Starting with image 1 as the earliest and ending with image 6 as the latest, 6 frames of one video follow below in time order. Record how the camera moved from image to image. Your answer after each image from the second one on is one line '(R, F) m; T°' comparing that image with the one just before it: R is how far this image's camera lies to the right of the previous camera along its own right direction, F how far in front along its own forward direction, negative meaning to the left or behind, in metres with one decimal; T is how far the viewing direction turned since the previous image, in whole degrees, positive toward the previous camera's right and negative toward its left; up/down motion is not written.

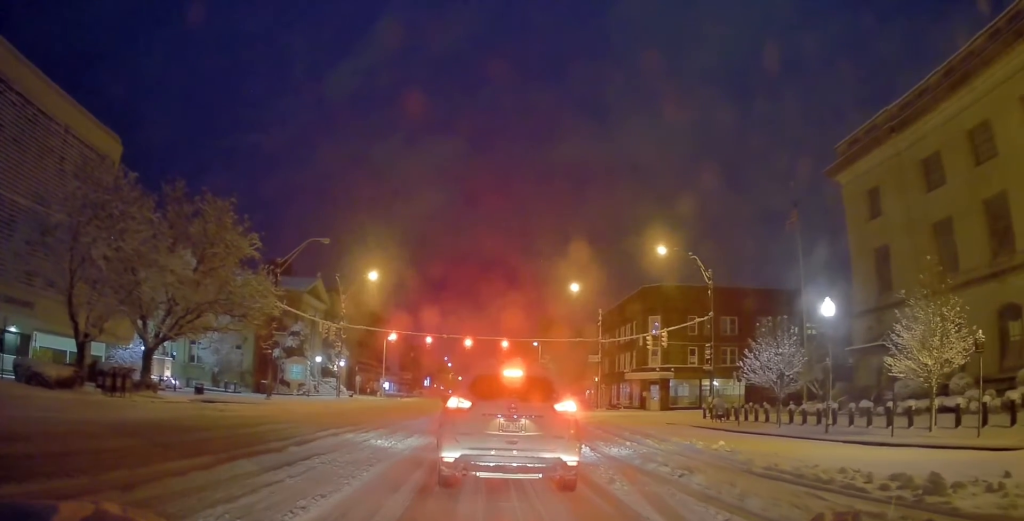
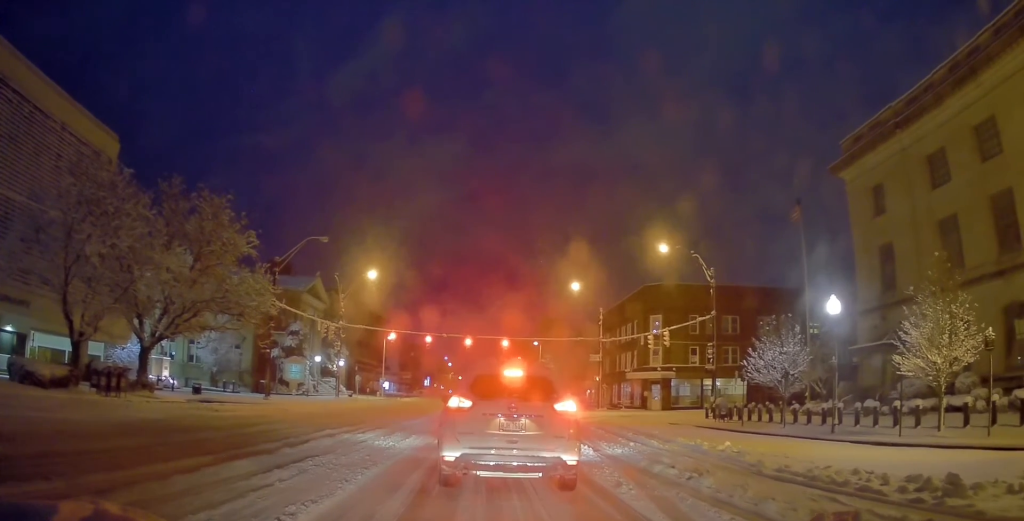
(+0.1, +1.0) m; +3°
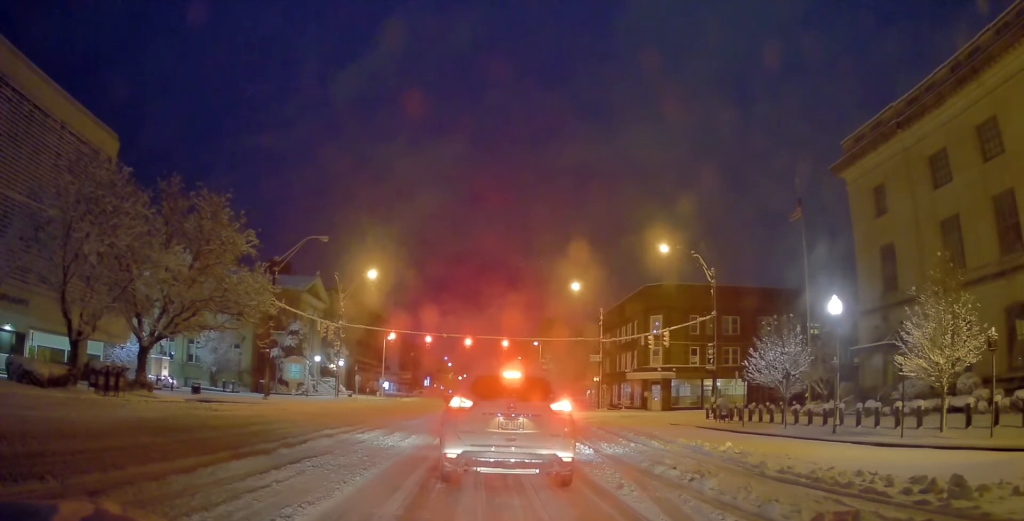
(+0.1, +0.9) m; 0°
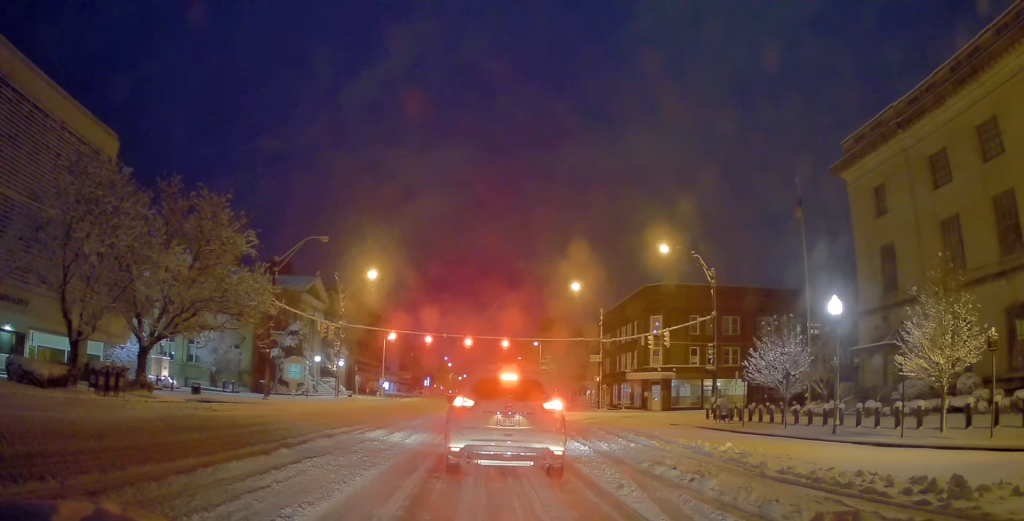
(-0.3, +1.0) m; 0°
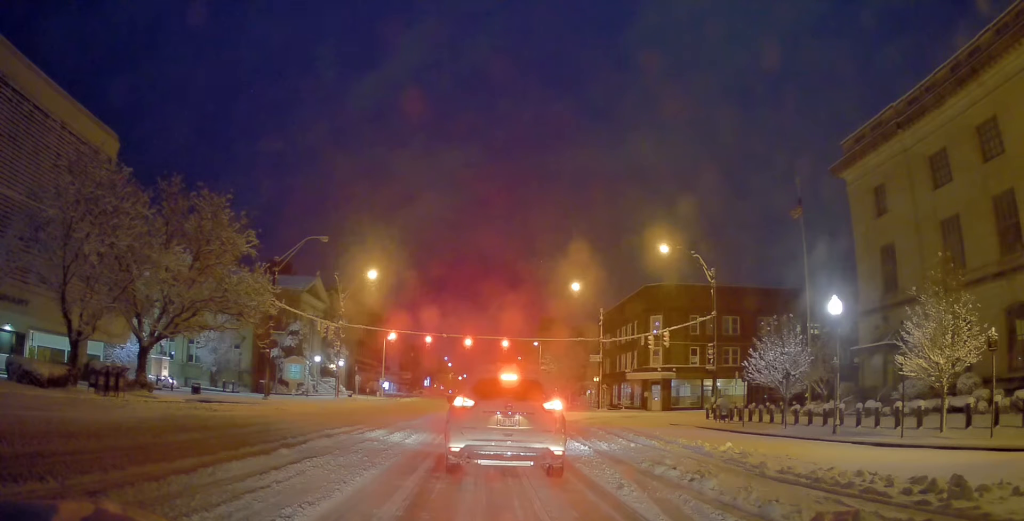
(0.0, 0.0) m; 0°
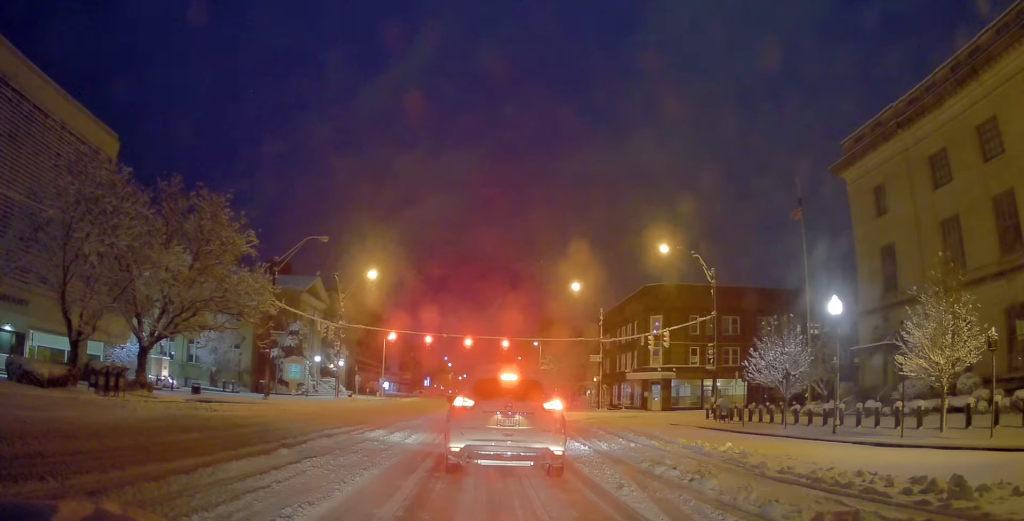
(0.0, 0.0) m; 0°
